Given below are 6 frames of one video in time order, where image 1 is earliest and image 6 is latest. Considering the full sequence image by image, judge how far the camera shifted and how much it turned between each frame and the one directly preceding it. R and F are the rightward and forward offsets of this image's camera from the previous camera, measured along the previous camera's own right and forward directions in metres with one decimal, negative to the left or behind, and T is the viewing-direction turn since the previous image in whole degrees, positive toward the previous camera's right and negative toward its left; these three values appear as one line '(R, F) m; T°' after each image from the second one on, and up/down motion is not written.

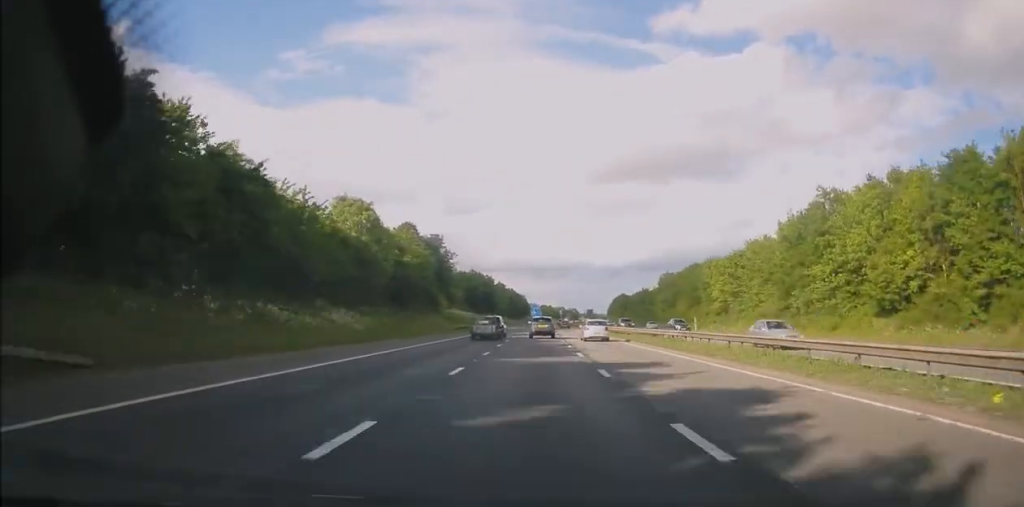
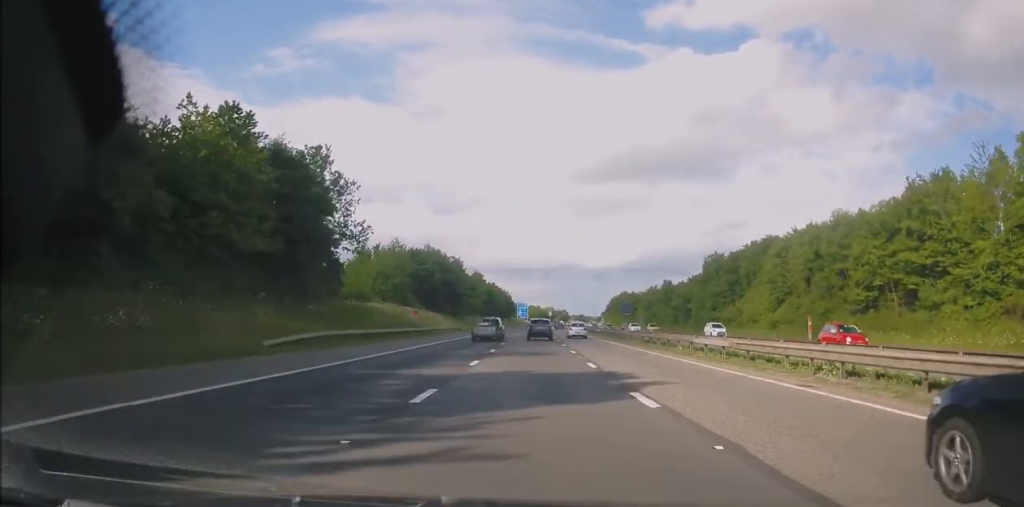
(-0.2, +46.5) m; +1°
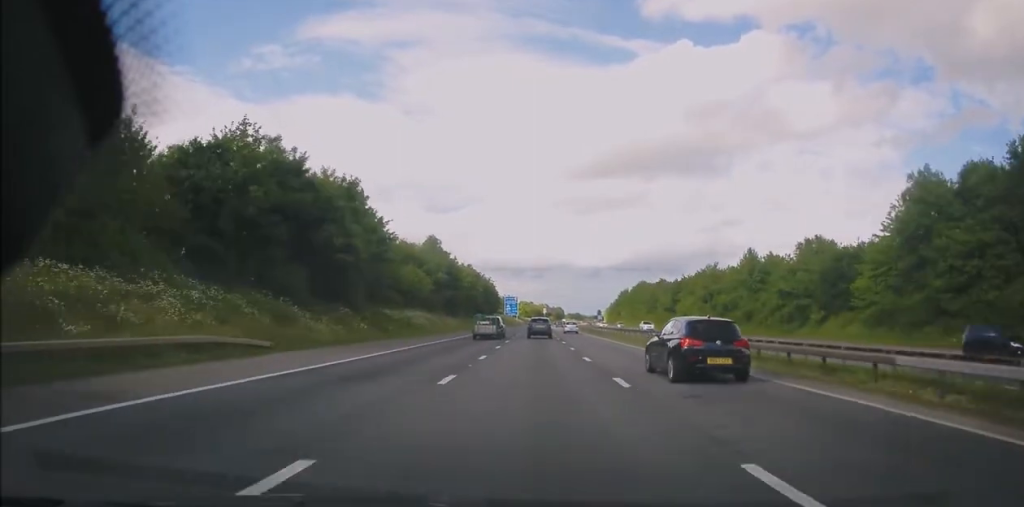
(+1.3, +58.8) m; +2°
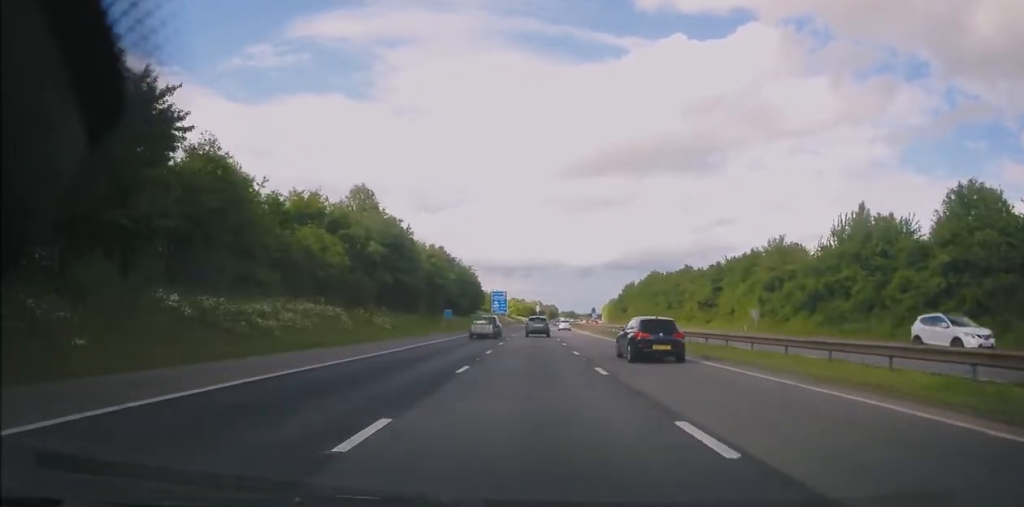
(0.0, +31.5) m; 0°
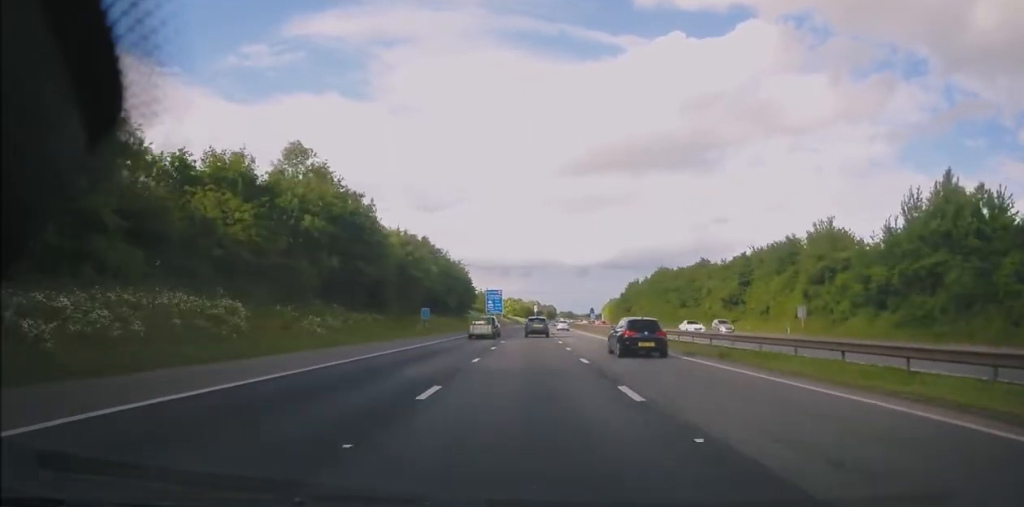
(0.0, +13.5) m; 0°
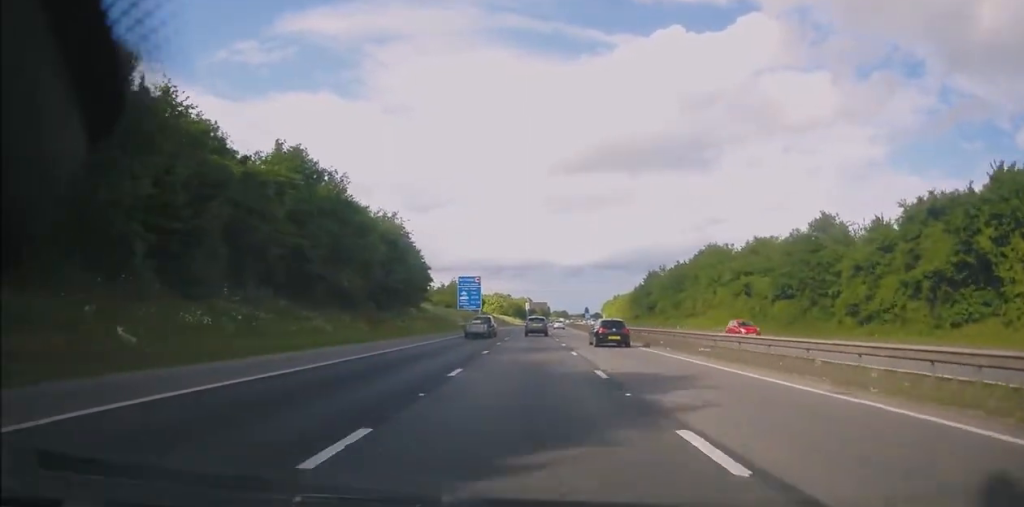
(+1.0, +48.8) m; +1°
